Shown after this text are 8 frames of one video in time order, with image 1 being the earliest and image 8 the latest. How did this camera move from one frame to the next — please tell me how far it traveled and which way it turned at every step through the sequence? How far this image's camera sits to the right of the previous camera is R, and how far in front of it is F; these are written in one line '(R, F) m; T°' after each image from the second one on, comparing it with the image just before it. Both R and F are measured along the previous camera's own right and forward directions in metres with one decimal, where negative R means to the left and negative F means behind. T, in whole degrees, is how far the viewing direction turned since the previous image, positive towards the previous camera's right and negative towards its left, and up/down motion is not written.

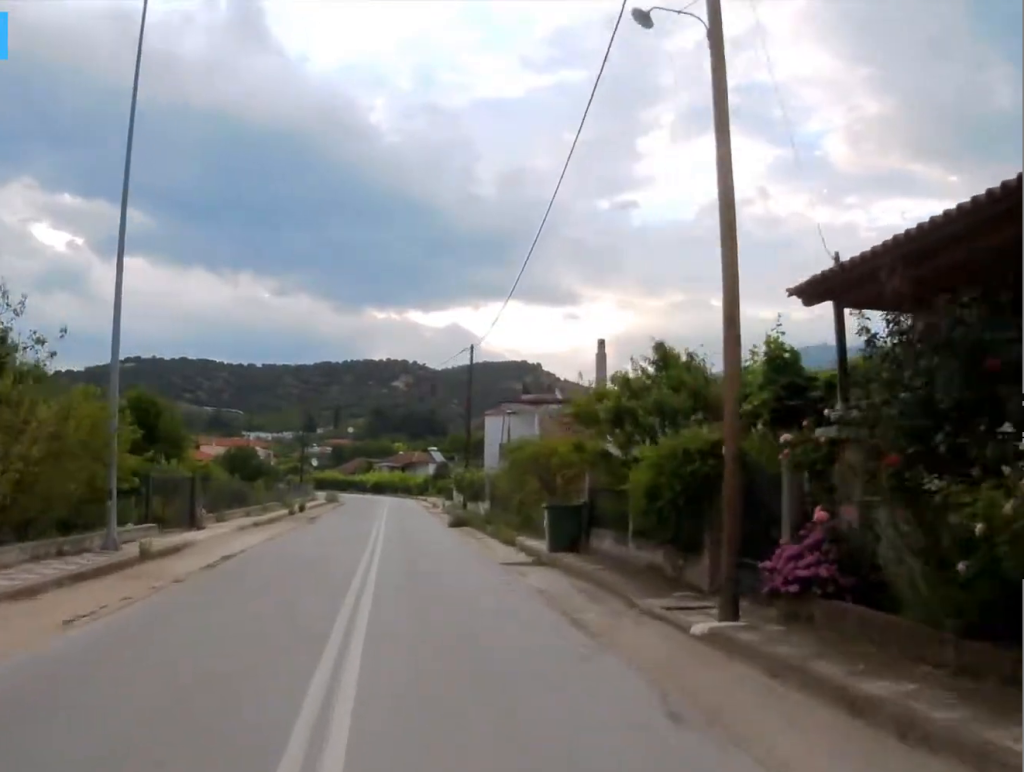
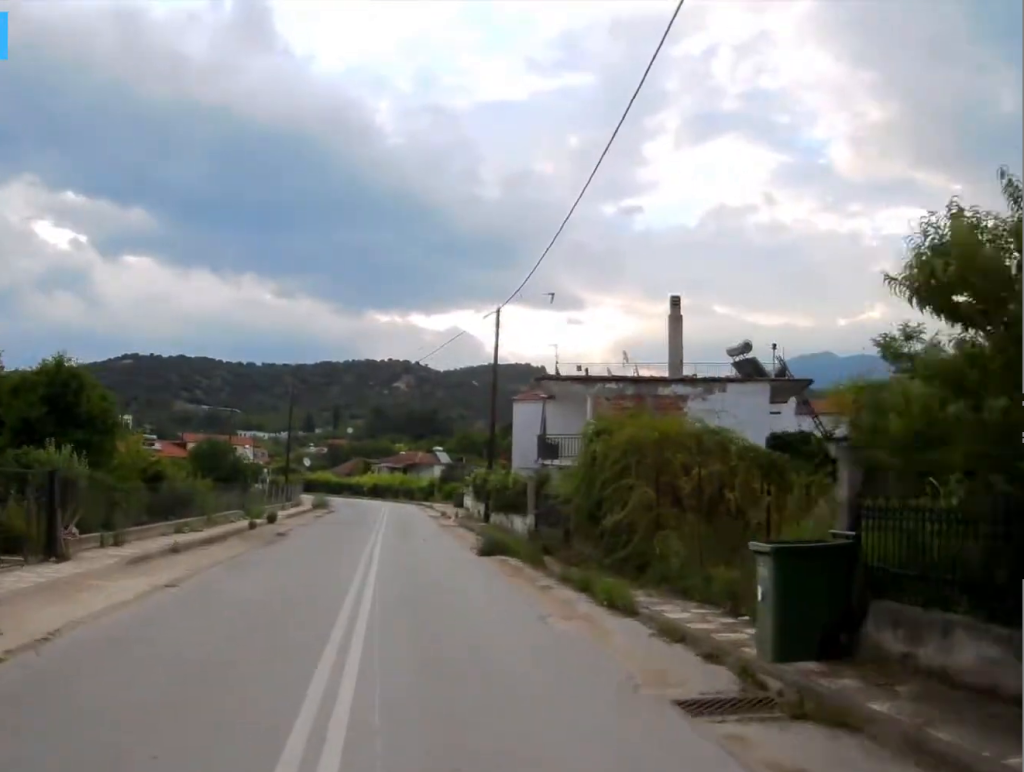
(+0.1, +12.0) m; 0°
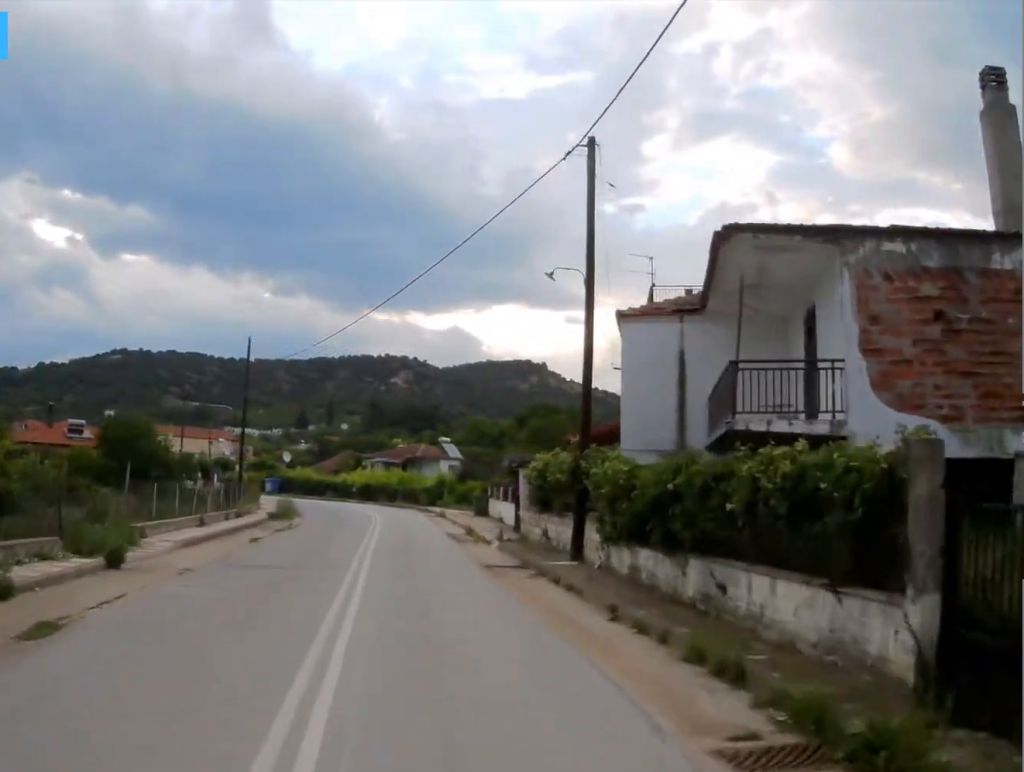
(-0.2, +19.2) m; -1°
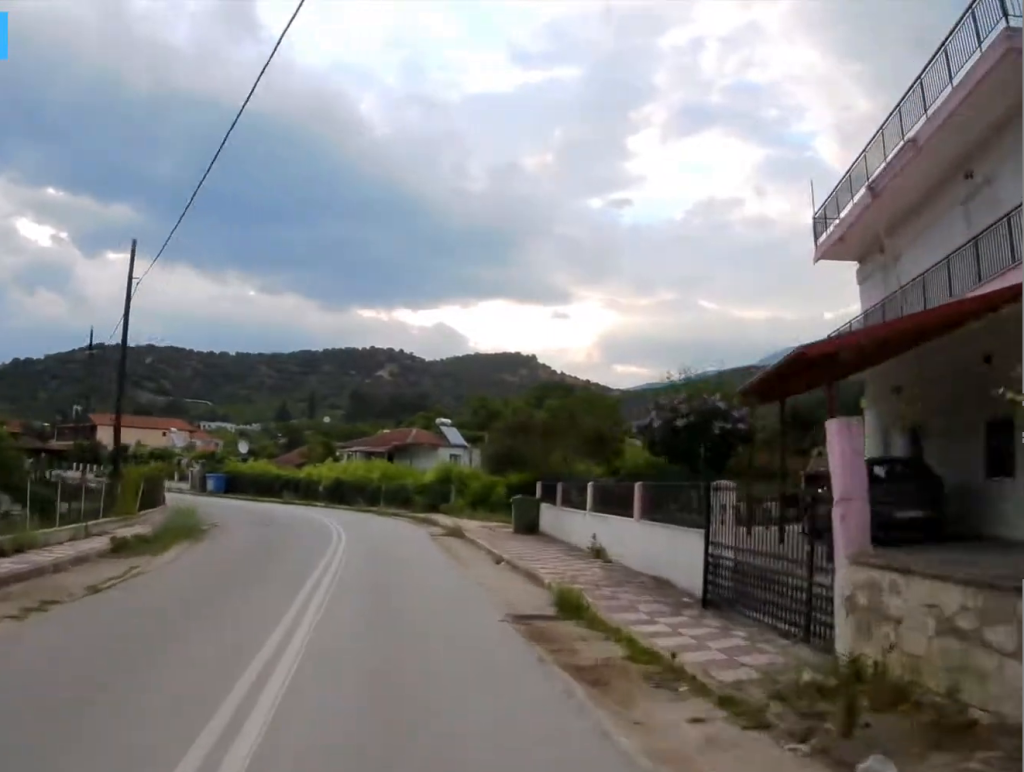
(+0.1, +20.5) m; 0°
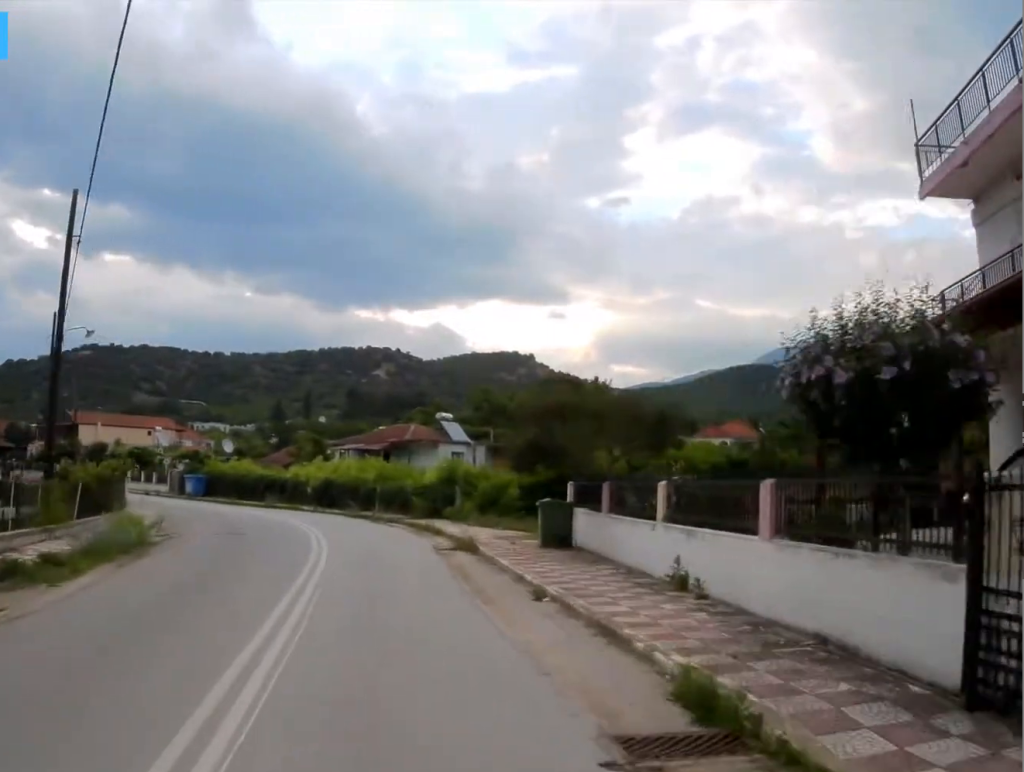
(0.0, +5.3) m; -1°
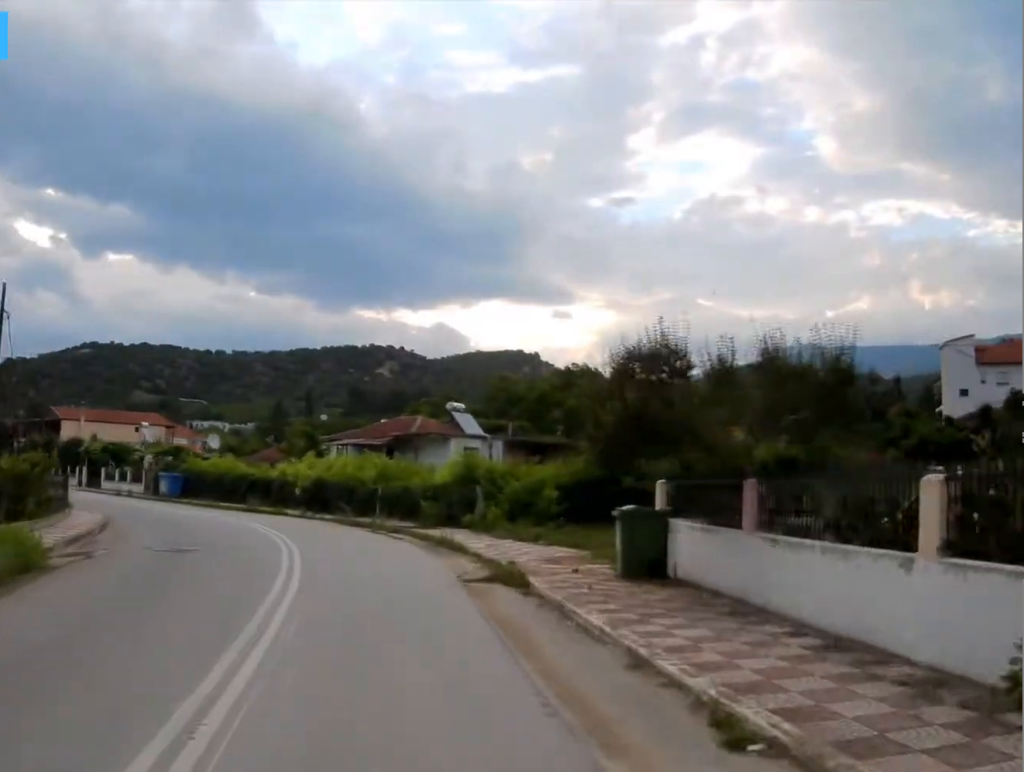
(+0.1, +6.9) m; -1°
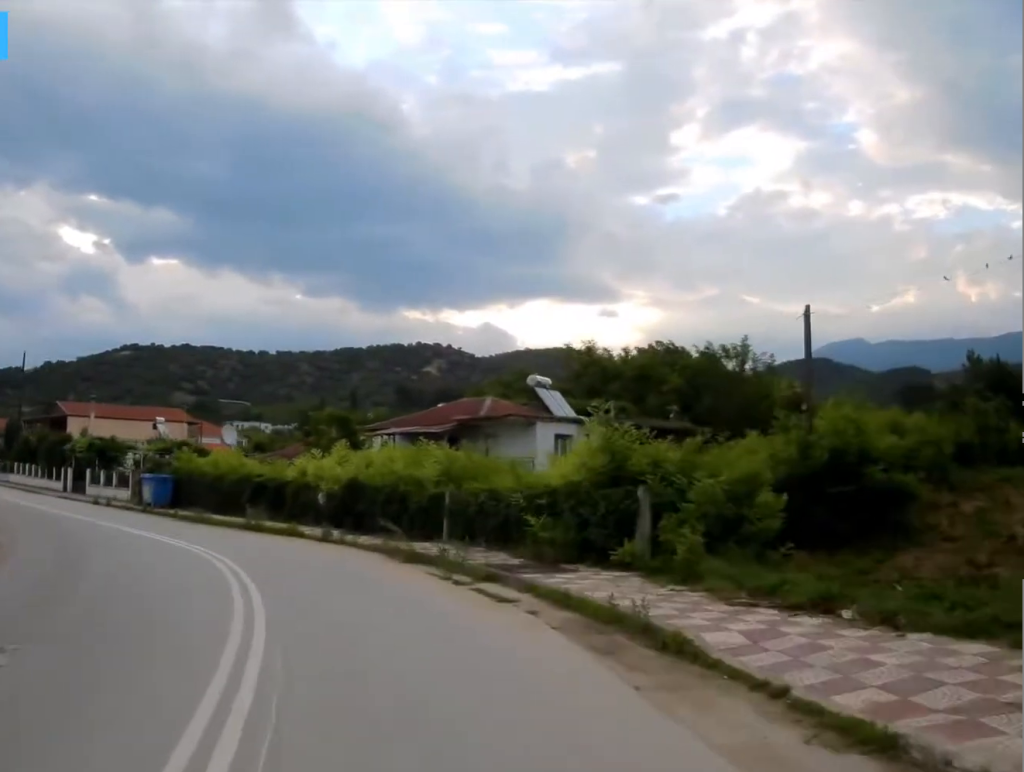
(-0.5, +12.0) m; -4°
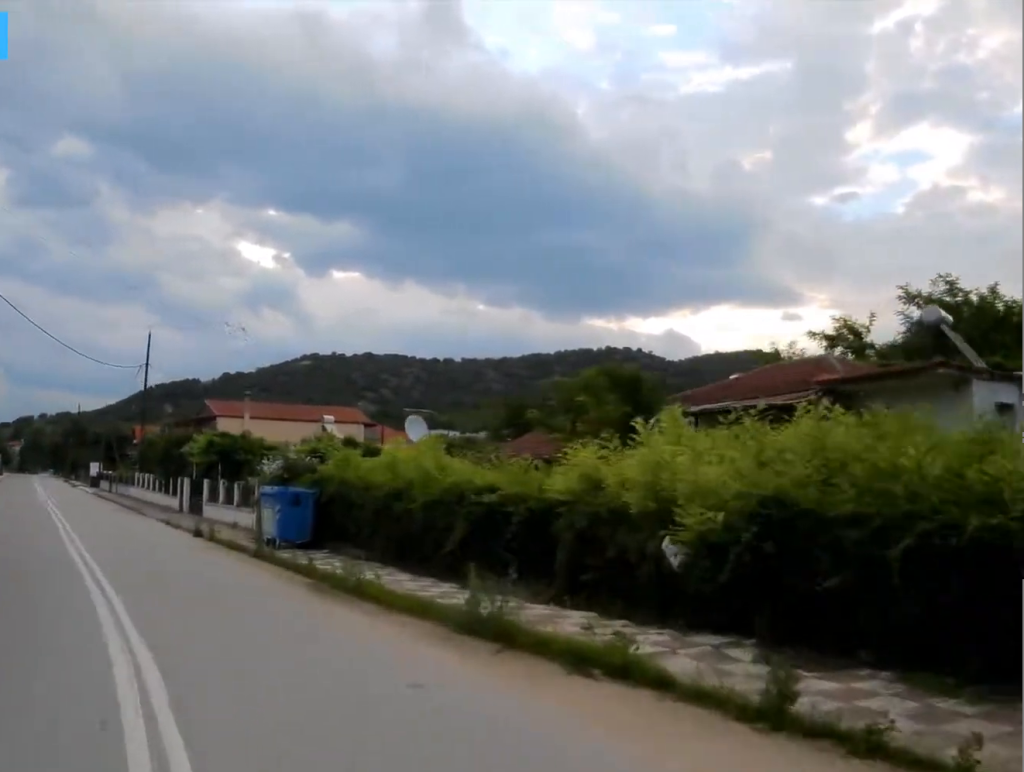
(-1.1, +16.3) m; -9°
